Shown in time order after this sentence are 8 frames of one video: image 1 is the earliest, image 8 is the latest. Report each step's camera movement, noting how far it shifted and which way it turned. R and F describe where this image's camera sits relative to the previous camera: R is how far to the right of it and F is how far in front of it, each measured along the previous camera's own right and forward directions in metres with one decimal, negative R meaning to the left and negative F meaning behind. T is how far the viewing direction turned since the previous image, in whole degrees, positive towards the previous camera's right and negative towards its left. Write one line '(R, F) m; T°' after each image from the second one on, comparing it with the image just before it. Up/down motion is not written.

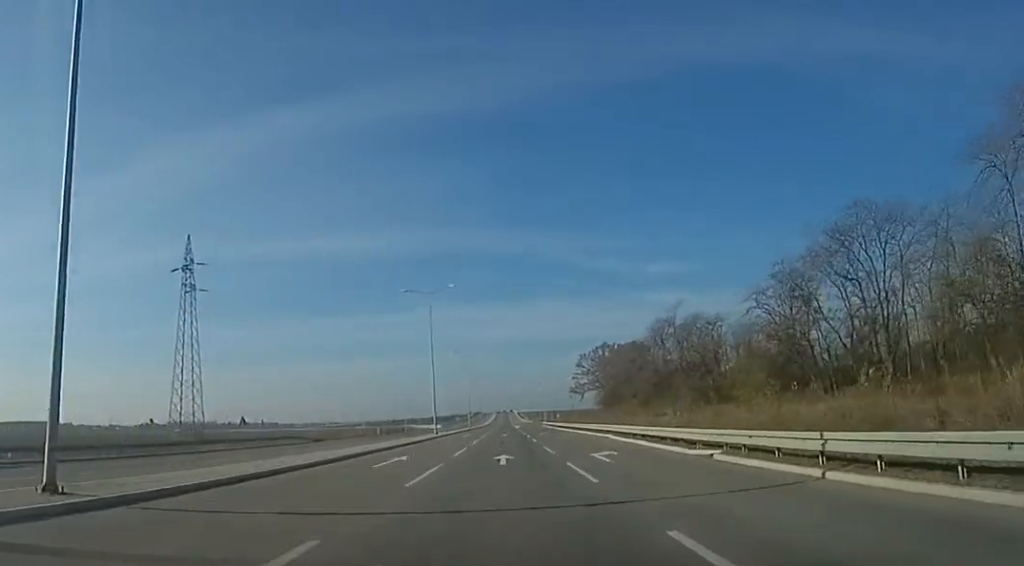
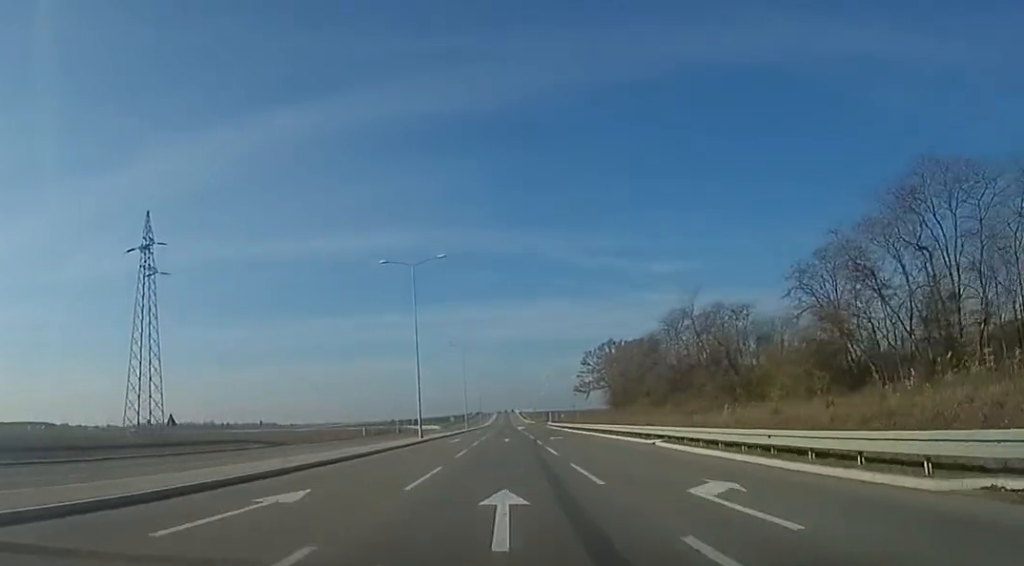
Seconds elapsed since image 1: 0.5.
(0.0, +11.0) m; 0°
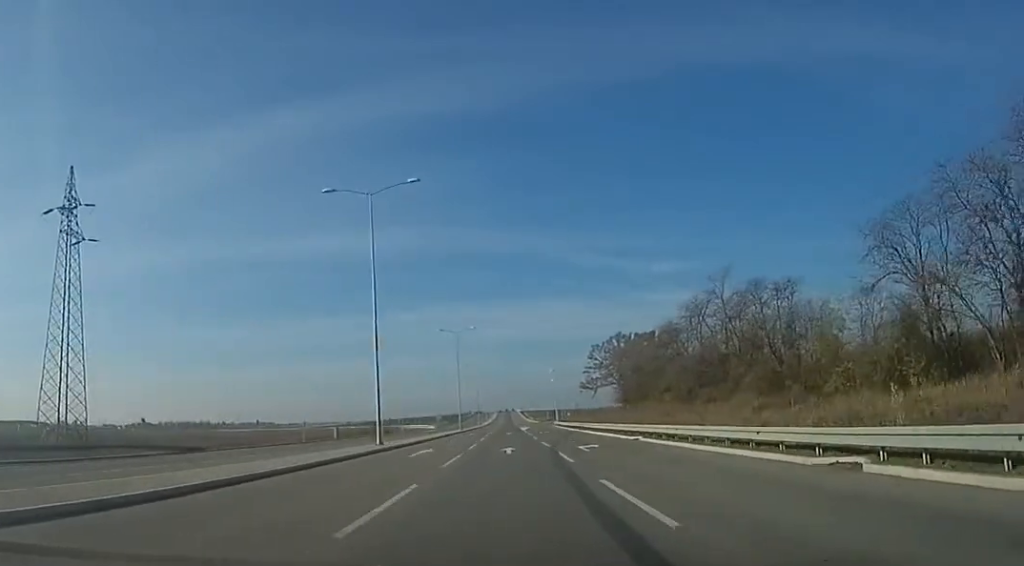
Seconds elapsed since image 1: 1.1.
(0.0, +15.3) m; 0°
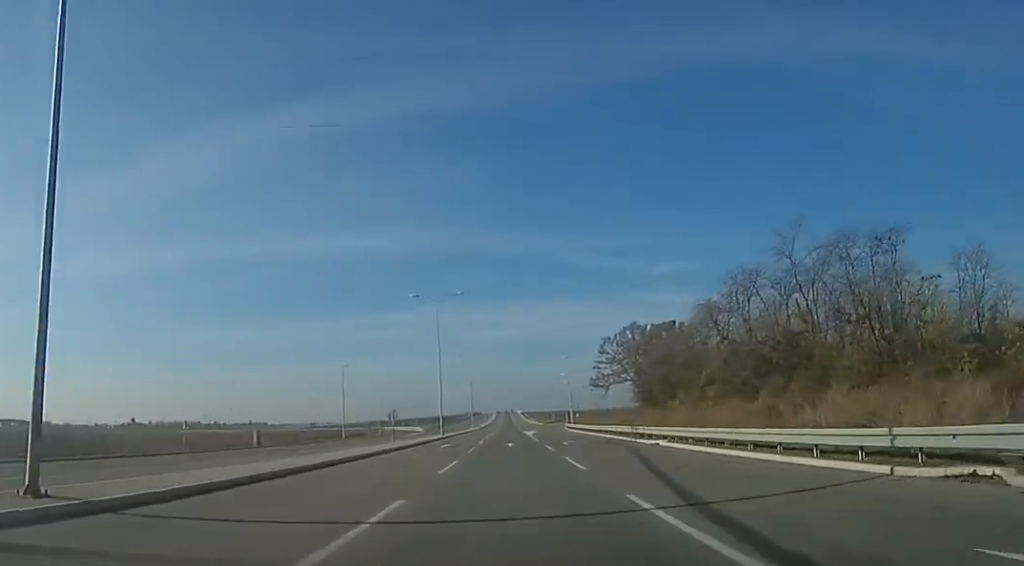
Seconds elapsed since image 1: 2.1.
(0.0, +23.5) m; 0°
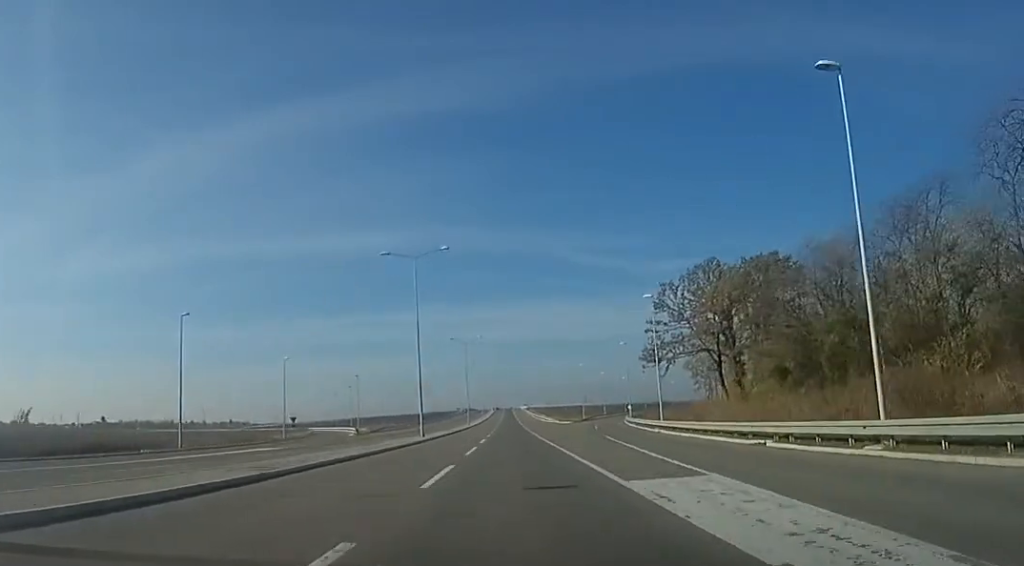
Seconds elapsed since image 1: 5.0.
(0.0, +67.3) m; 0°
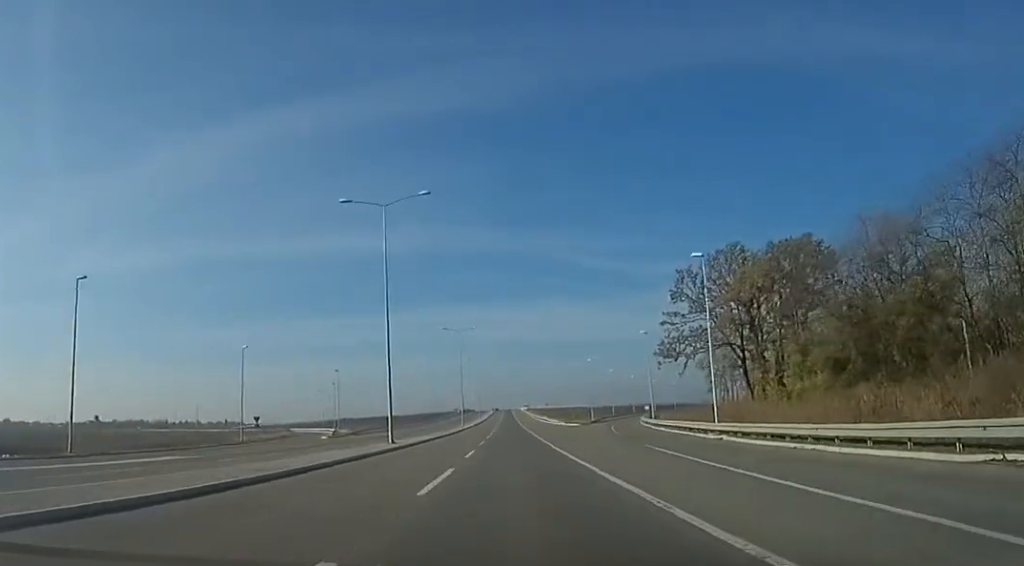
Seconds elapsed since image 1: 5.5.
(0.0, +11.7) m; 0°
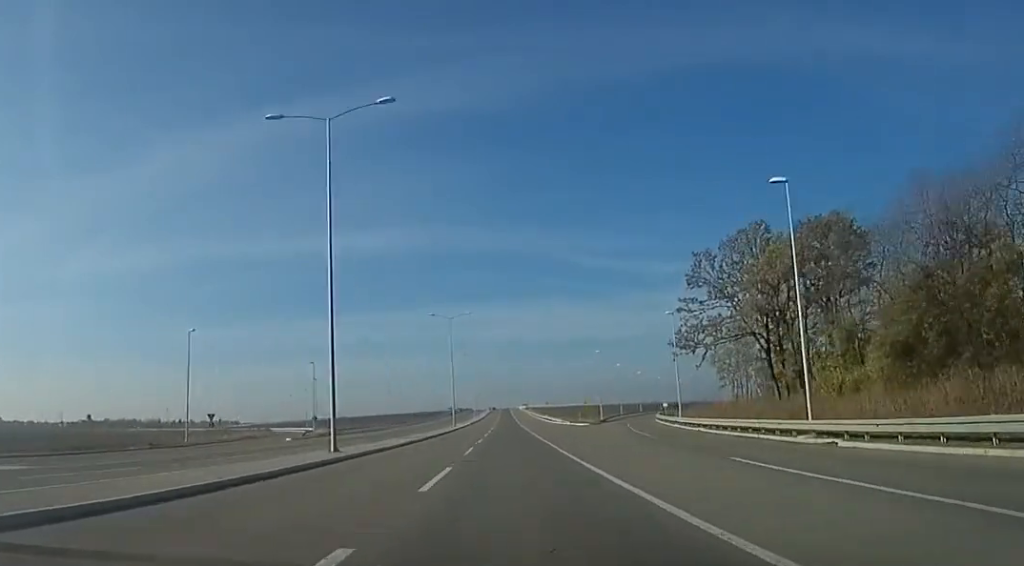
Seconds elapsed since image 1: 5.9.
(0.0, +10.5) m; 0°
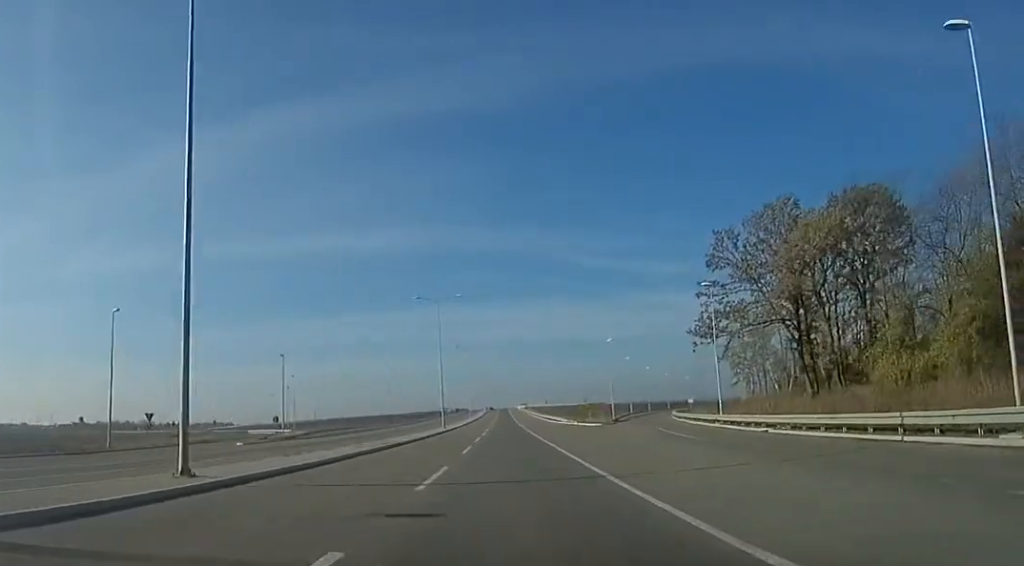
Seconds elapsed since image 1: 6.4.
(0.0, +10.5) m; 0°
